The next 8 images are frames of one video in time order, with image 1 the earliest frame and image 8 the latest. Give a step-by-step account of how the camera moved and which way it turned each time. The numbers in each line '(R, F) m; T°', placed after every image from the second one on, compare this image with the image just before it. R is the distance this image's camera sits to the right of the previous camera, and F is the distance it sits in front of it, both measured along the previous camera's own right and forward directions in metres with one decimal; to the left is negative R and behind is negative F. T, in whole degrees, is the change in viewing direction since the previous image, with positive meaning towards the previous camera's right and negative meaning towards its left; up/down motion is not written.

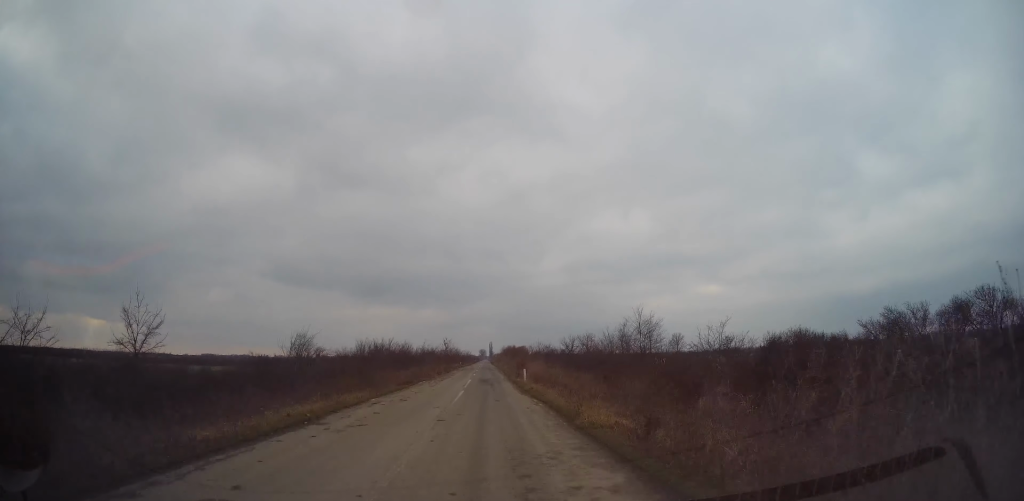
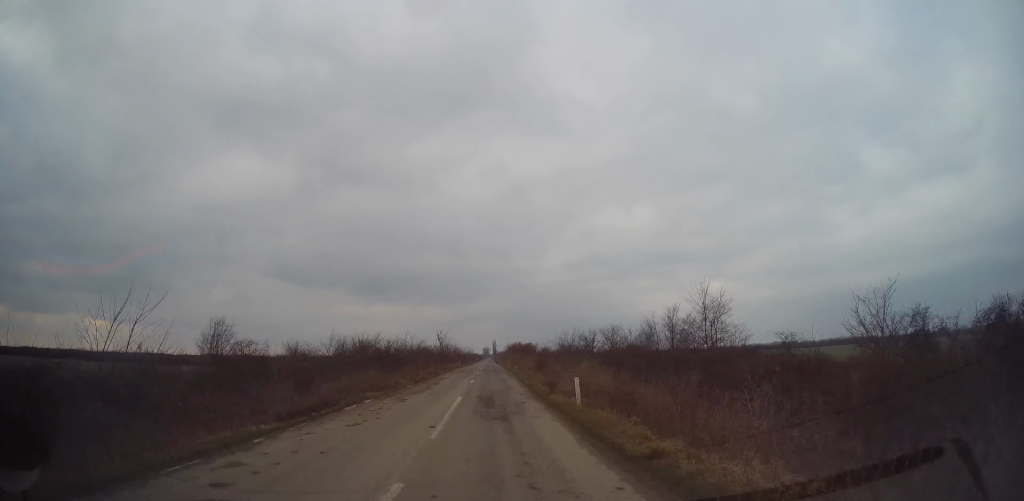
(+0.1, +15.6) m; 0°
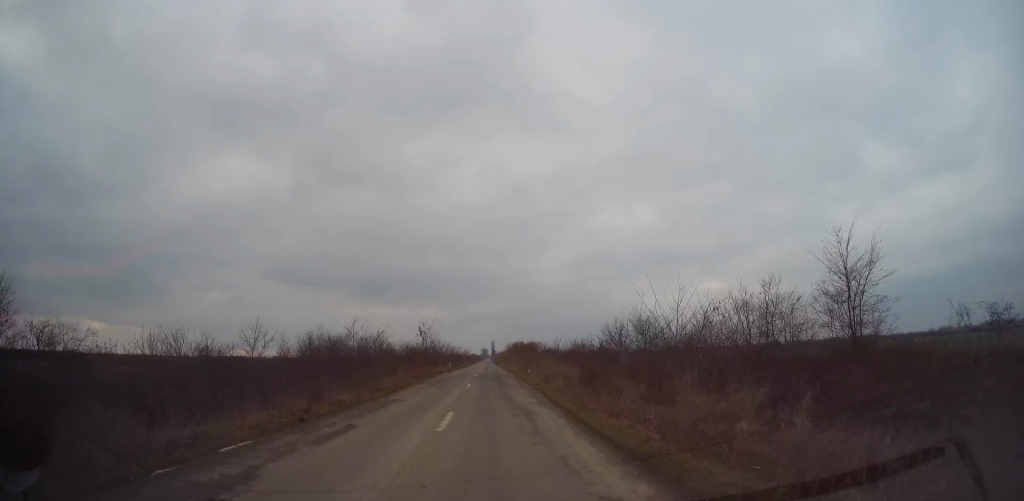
(-0.1, +17.1) m; 0°
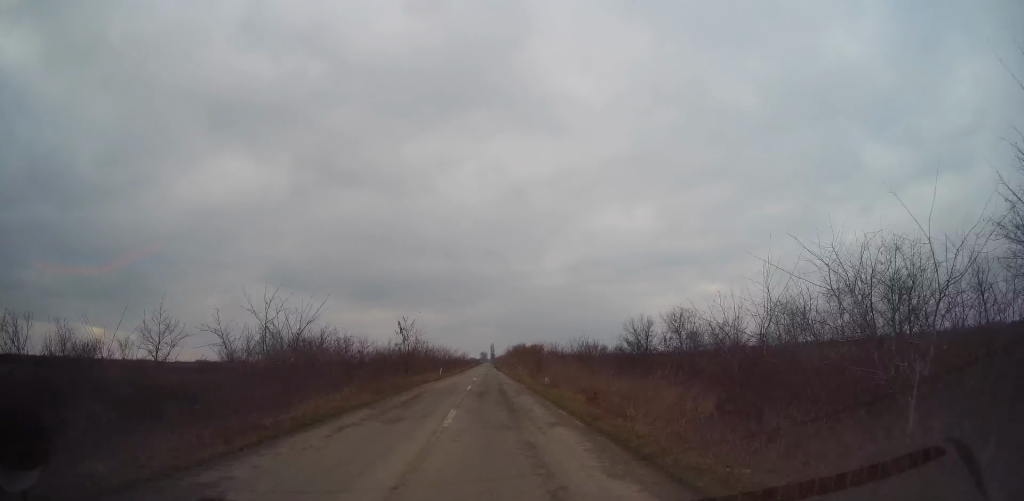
(0.0, +11.3) m; 0°
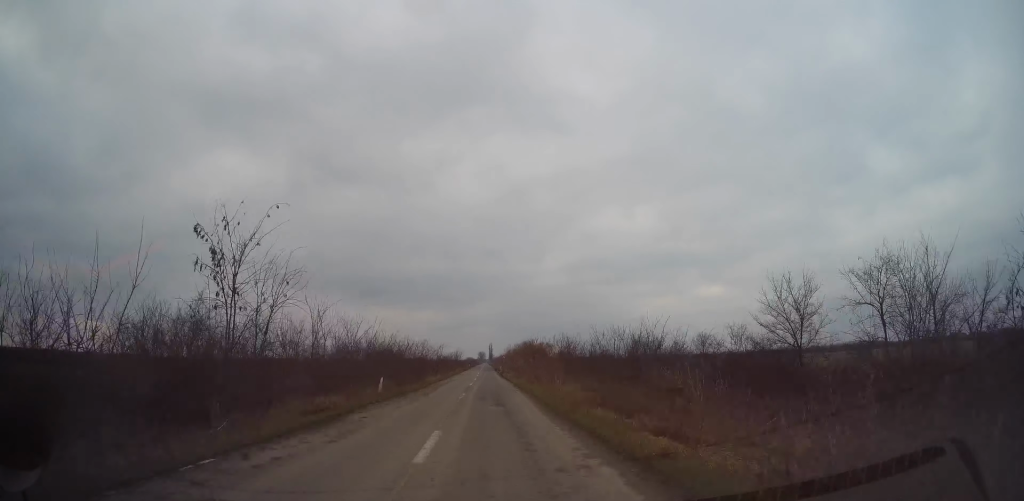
(-0.3, +26.8) m; 0°
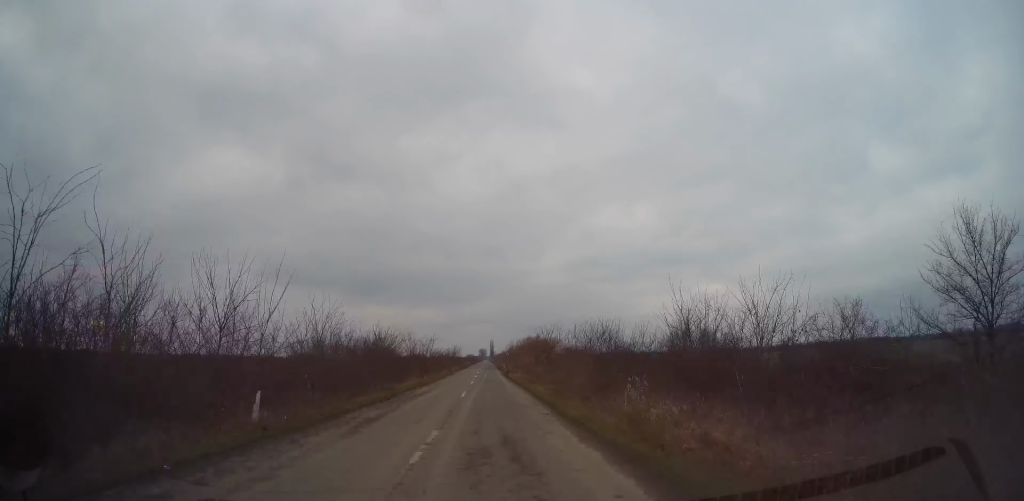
(+0.1, +11.8) m; 0°
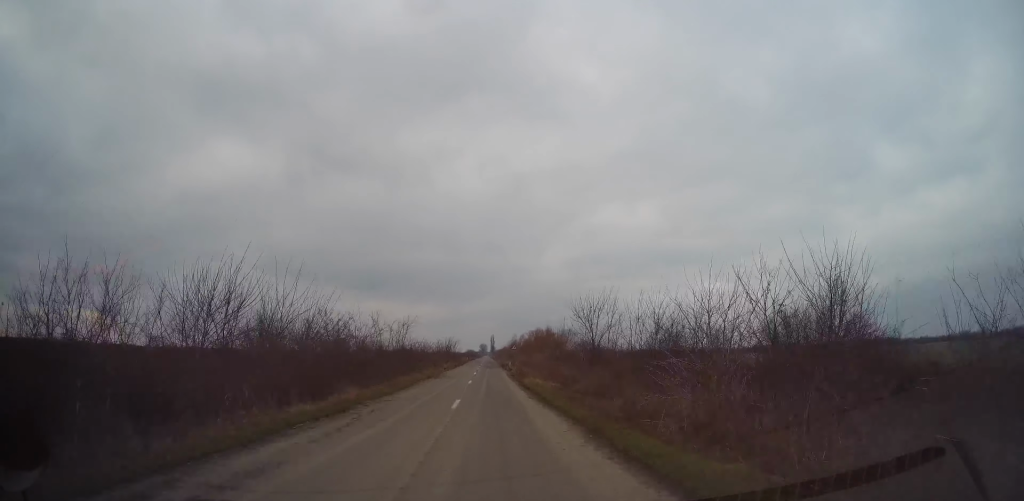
(0.0, +16.6) m; 0°
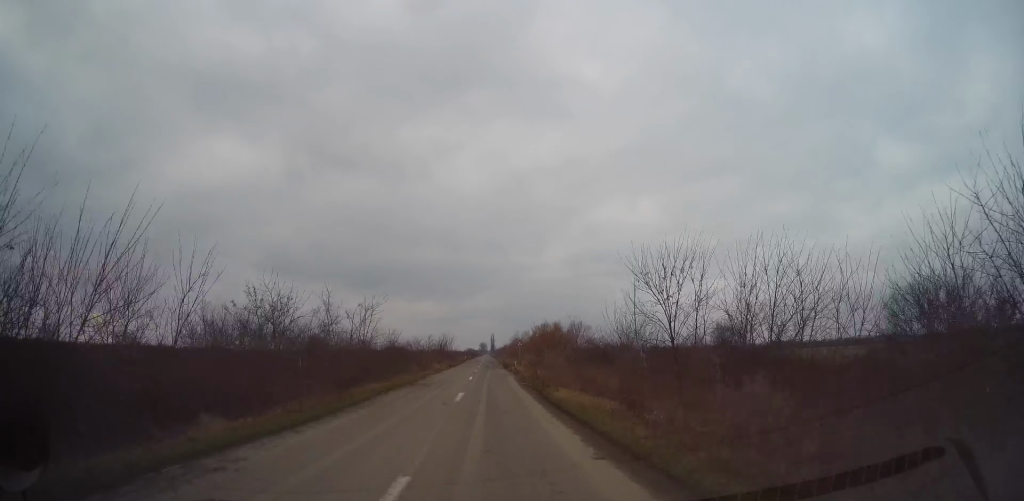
(-0.2, +10.1) m; 0°
